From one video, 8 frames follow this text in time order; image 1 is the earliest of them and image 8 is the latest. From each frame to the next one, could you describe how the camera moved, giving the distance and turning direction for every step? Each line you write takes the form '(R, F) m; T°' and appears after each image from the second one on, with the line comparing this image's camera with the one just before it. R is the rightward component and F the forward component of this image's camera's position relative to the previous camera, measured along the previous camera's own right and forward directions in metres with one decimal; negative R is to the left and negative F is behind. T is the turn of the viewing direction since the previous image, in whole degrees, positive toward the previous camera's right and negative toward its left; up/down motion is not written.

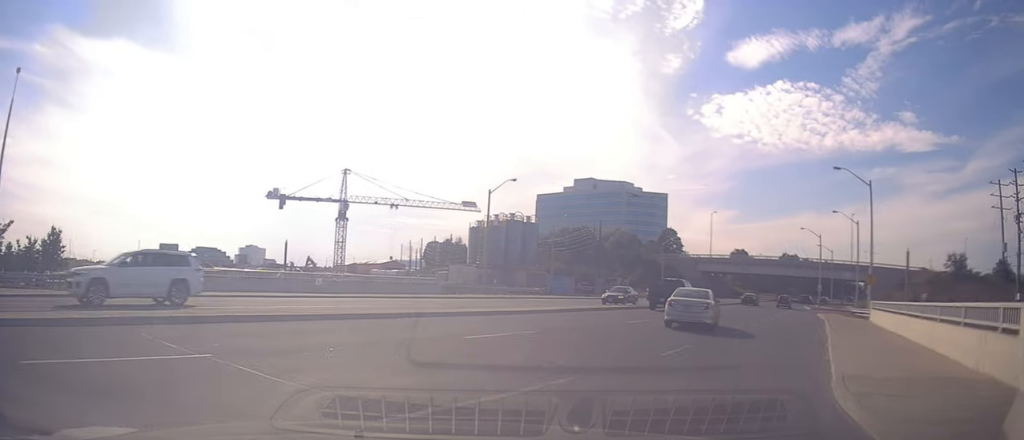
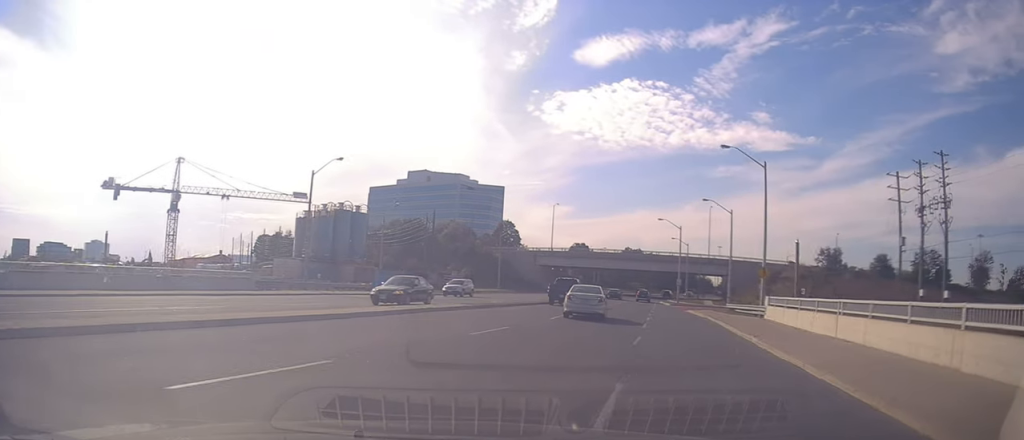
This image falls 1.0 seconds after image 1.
(+0.7, +5.1) m; +14°
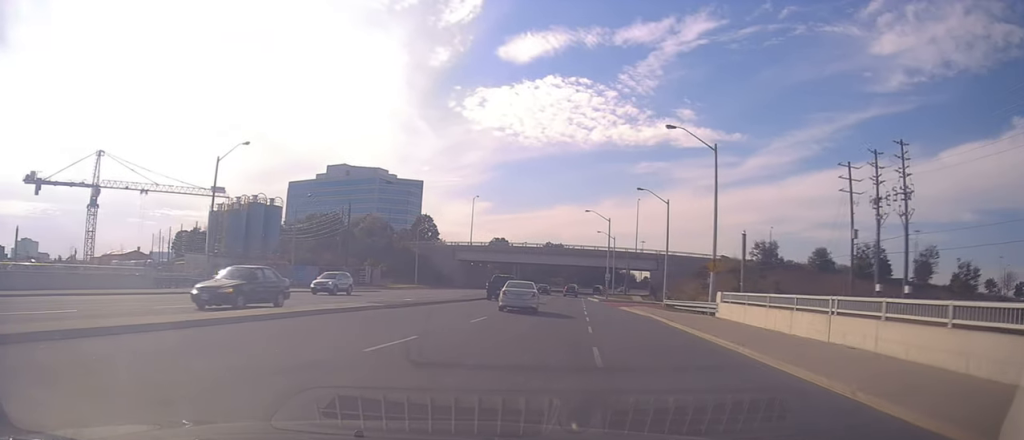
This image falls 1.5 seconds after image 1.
(+0.3, +3.4) m; +6°
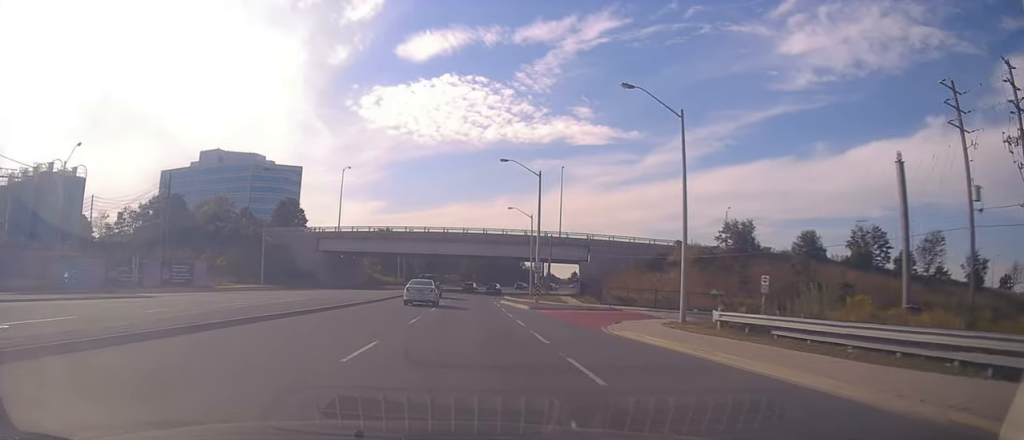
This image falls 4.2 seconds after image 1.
(+4.8, +24.3) m; +16°
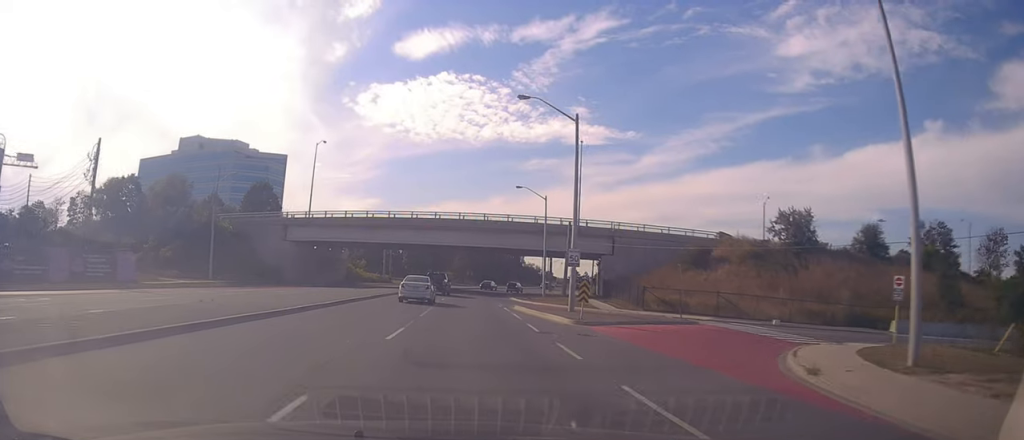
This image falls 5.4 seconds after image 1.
(-0.1, +13.5) m; +1°
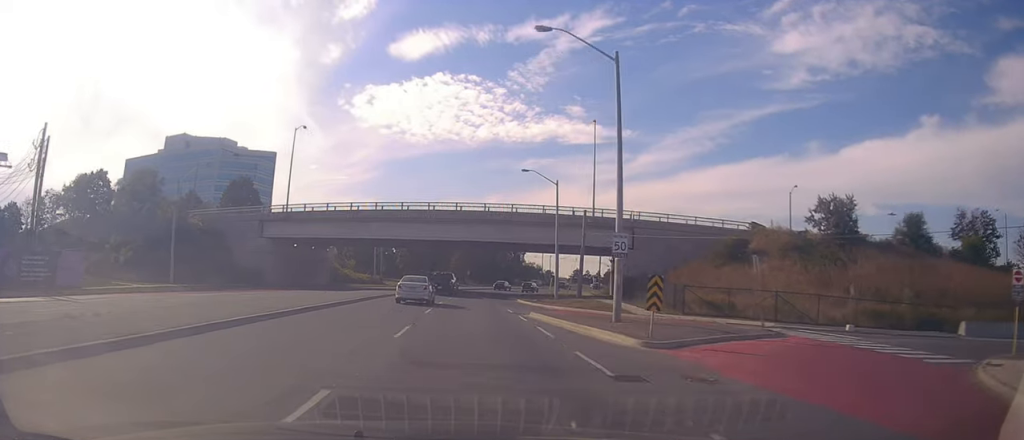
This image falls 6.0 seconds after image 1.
(+0.2, +8.0) m; +2°
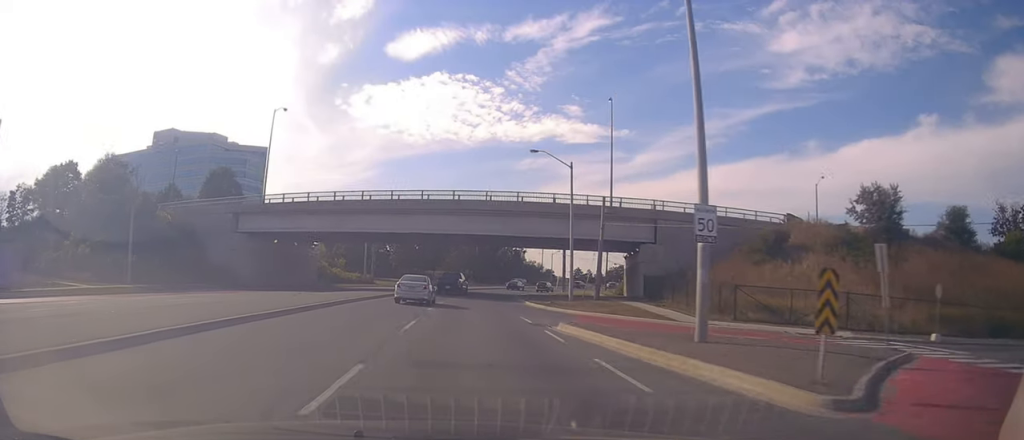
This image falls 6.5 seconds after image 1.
(0.0, +6.8) m; +2°
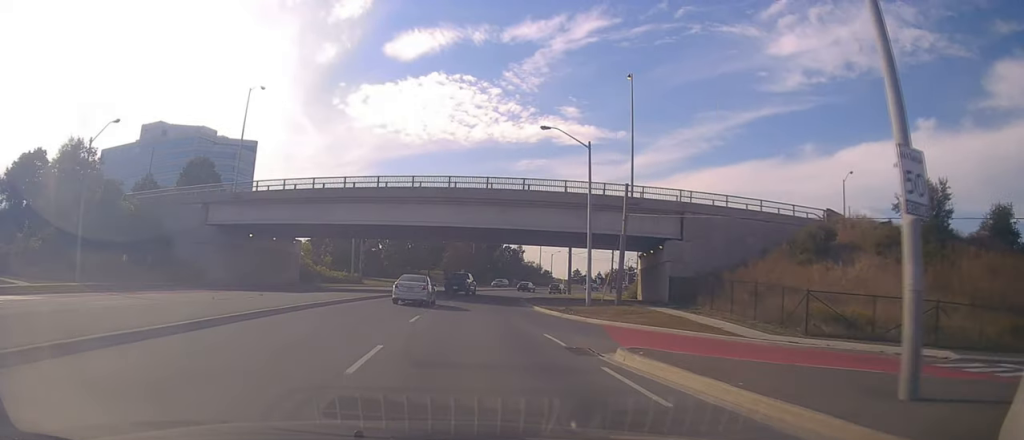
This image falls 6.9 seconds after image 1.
(+0.2, +6.7) m; 0°
